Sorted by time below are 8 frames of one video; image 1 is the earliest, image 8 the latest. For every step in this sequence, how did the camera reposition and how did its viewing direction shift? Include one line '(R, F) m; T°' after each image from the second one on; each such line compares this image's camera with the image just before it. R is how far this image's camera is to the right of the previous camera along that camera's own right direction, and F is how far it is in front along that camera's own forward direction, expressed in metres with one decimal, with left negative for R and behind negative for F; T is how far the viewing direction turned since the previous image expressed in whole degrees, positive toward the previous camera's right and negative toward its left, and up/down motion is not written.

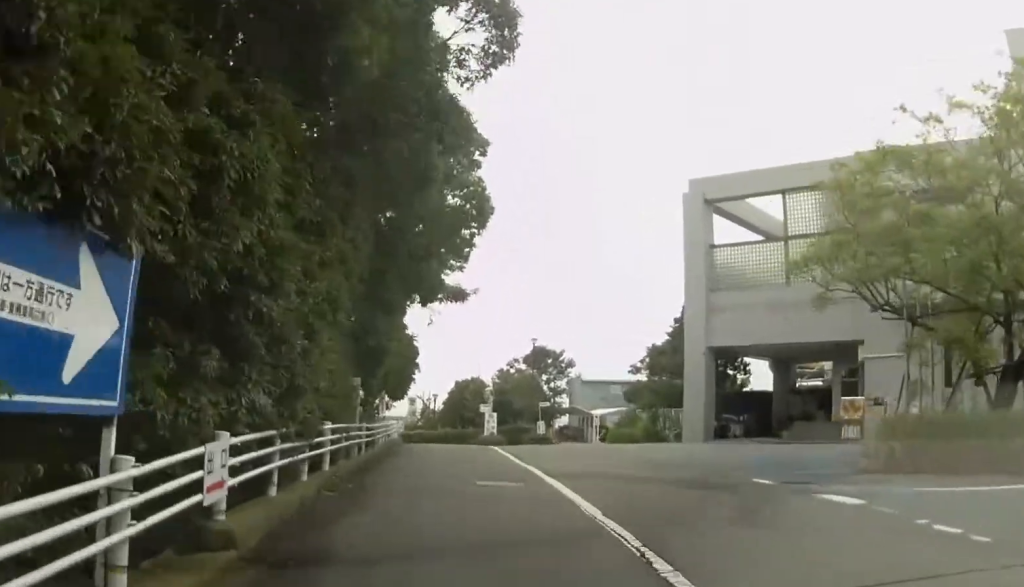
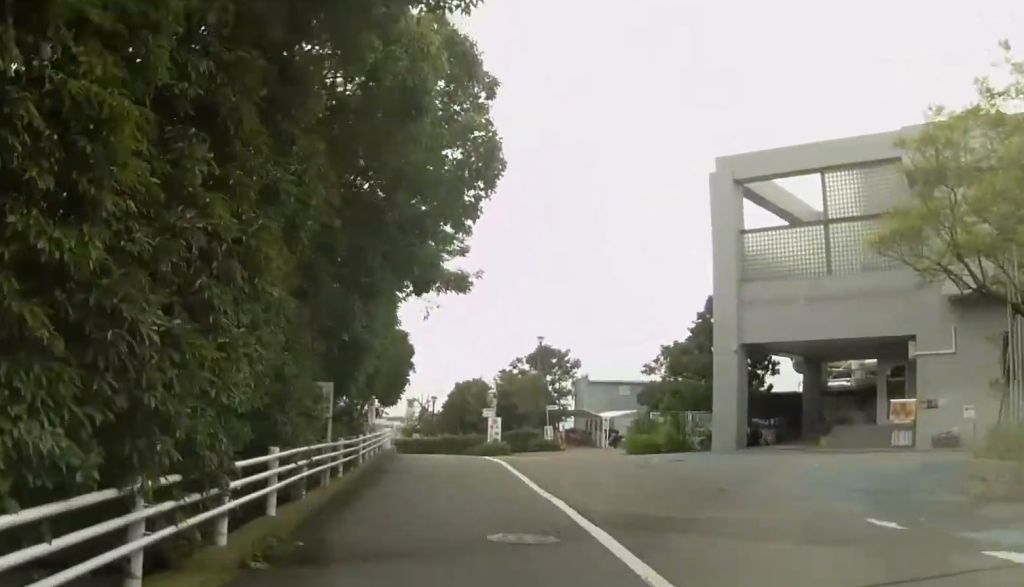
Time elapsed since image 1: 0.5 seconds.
(+0.4, +3.9) m; -1°
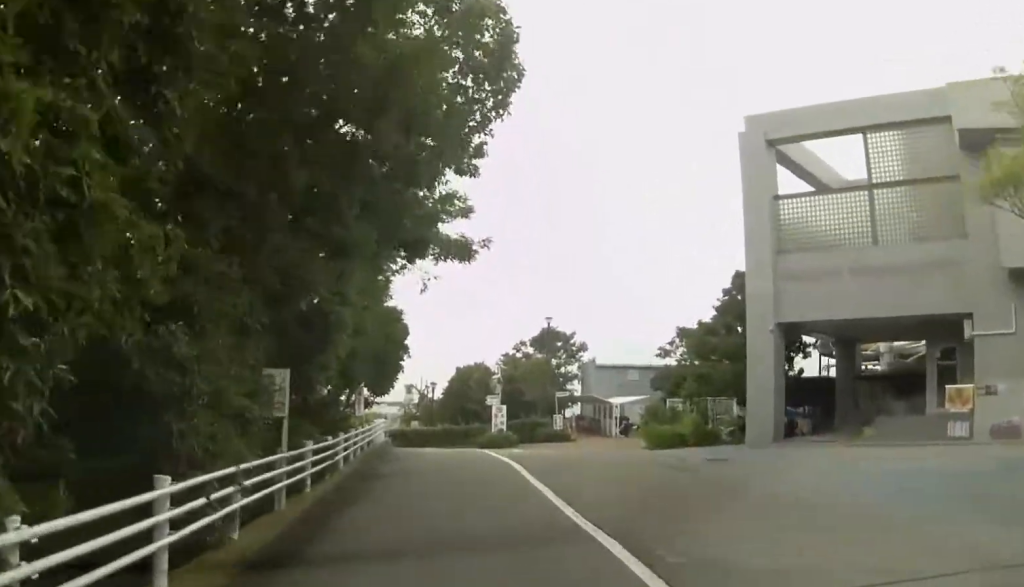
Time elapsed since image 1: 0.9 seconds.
(+0.1, +3.5) m; -2°
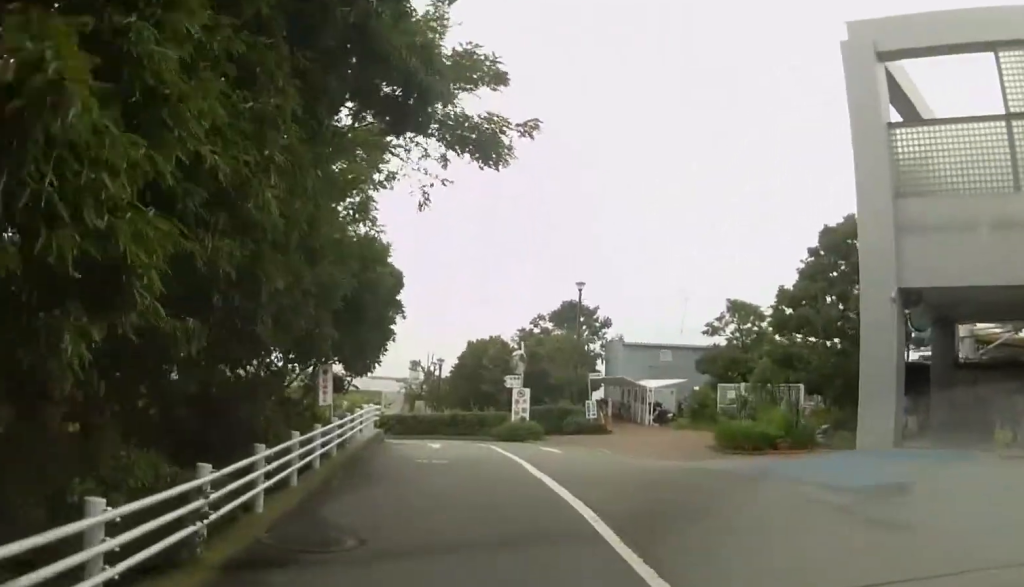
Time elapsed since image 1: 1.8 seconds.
(-0.8, +7.4) m; -6°
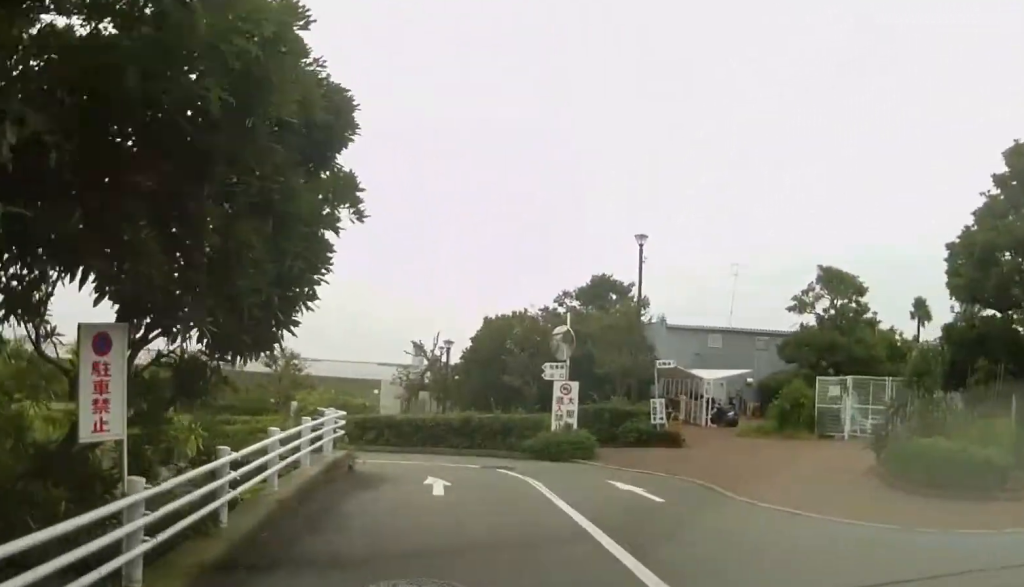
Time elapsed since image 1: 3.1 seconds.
(+0.3, +9.6) m; +3°
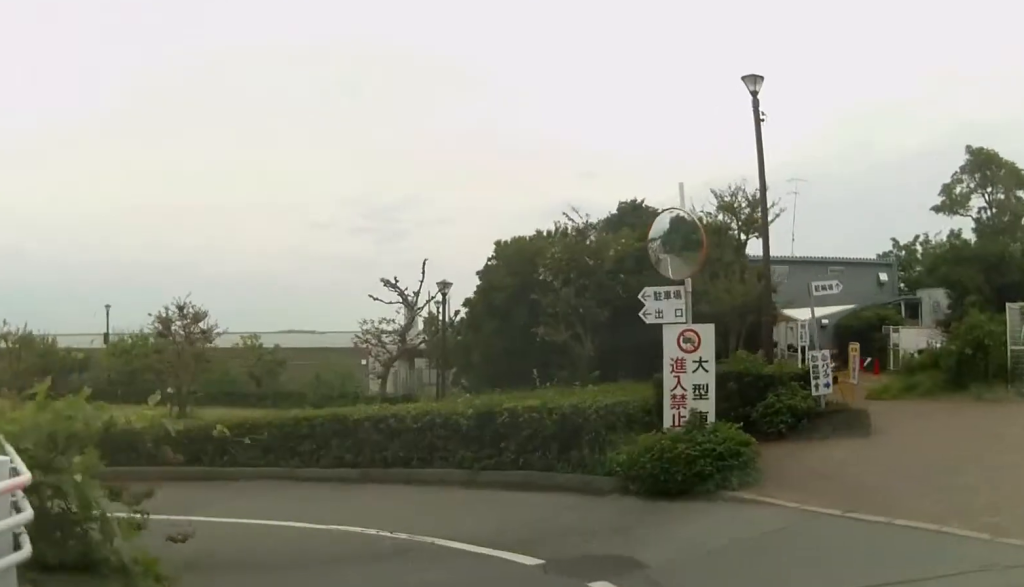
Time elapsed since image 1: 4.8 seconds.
(0.0, +10.6) m; -5°
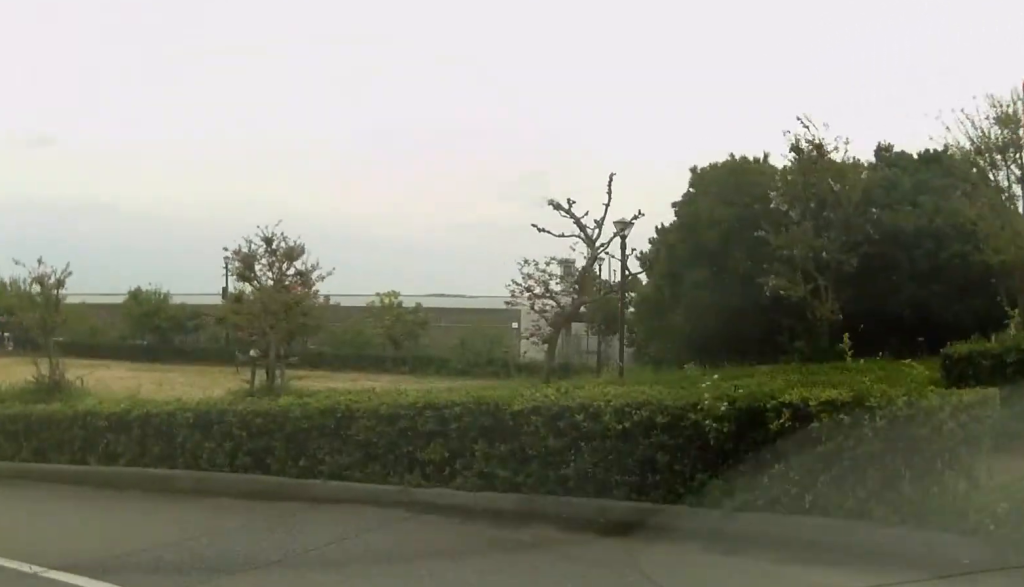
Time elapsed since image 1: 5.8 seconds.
(-0.3, +5.3) m; -7°
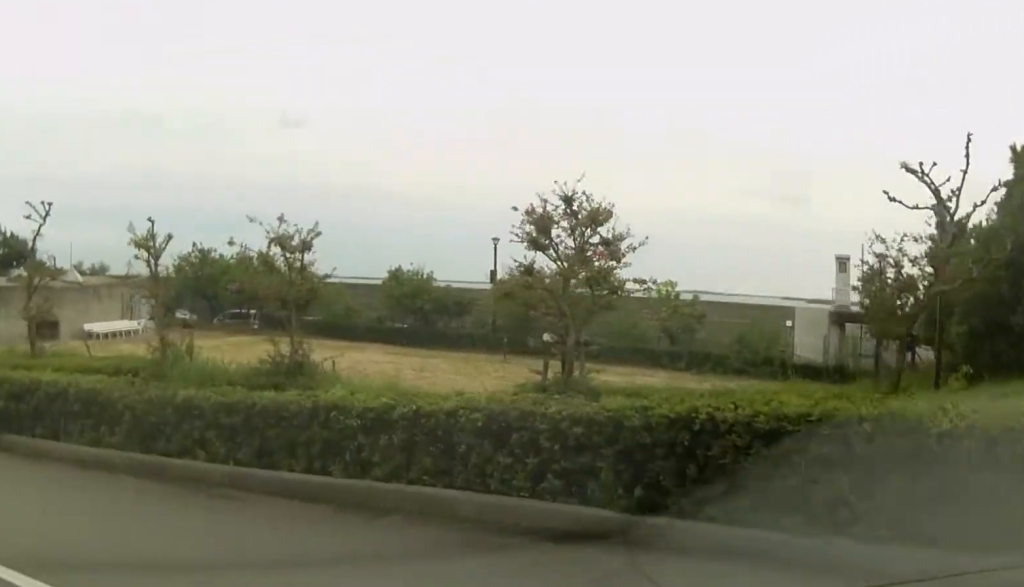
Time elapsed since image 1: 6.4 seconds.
(-0.3, +3.0) m; -16°
